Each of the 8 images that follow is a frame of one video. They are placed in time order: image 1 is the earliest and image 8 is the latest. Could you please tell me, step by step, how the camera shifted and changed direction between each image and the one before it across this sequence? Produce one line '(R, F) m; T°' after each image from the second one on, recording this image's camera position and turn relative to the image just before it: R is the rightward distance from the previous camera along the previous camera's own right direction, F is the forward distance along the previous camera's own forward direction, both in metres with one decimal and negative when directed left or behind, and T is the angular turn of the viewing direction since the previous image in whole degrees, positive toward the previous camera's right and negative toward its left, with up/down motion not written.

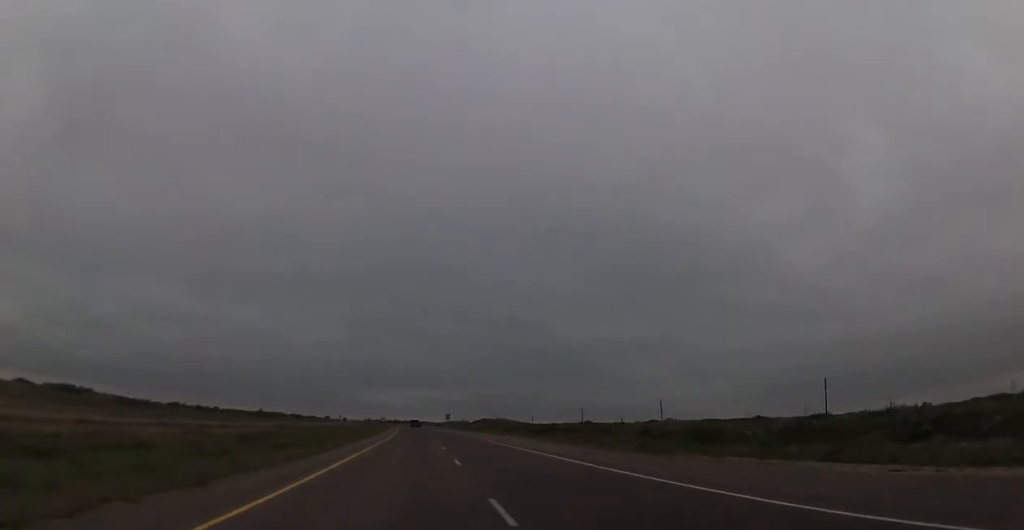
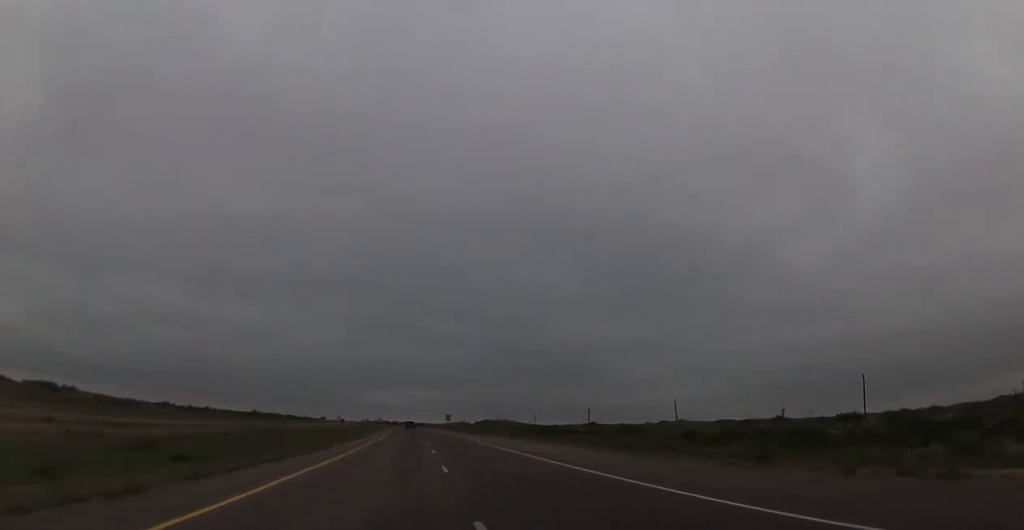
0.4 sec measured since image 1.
(-0.1, +14.7) m; 0°
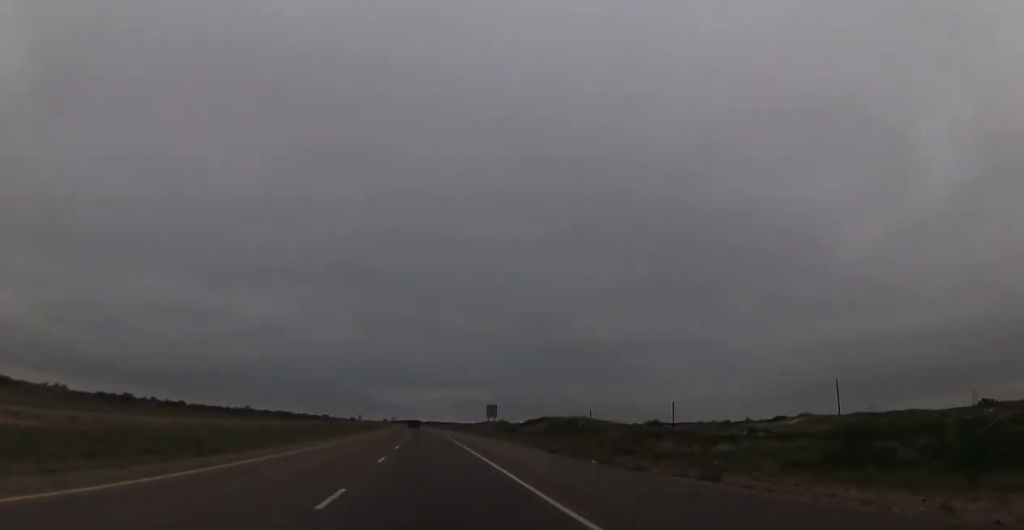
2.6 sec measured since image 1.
(+0.3, +80.9) m; 0°
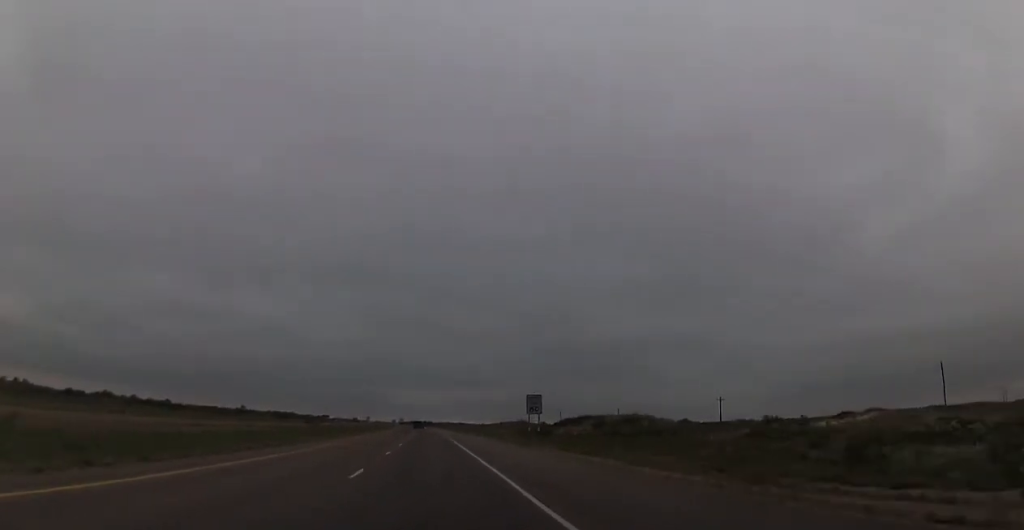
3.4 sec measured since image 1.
(-0.2, +30.6) m; -1°
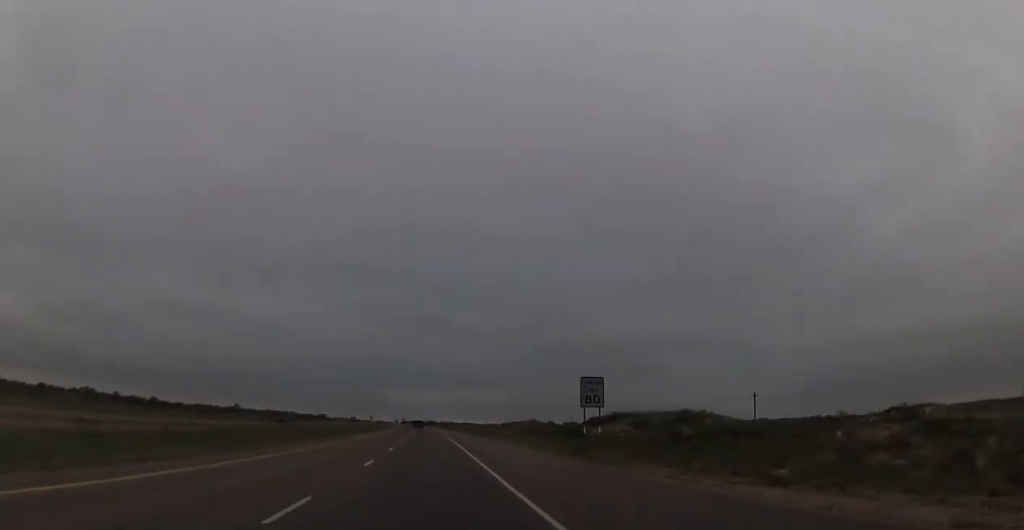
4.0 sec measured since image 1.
(-0.2, +19.5) m; -1°
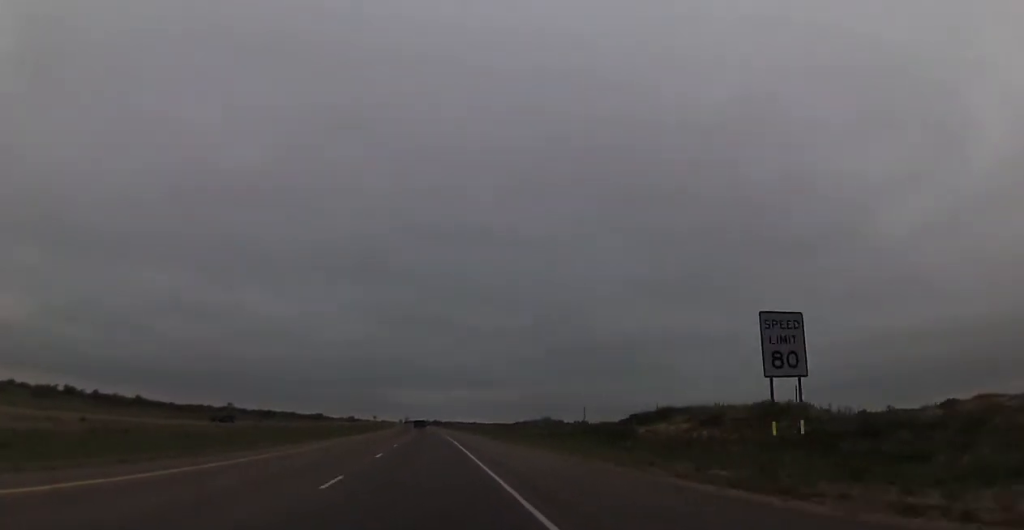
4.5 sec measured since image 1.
(-0.1, +19.5) m; -1°
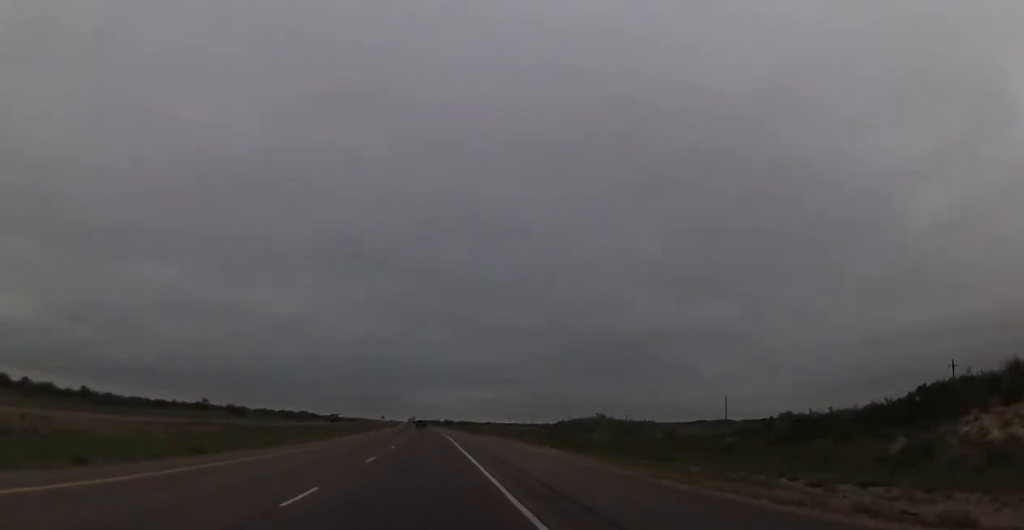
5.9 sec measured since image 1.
(-0.5, +51.3) m; -1°
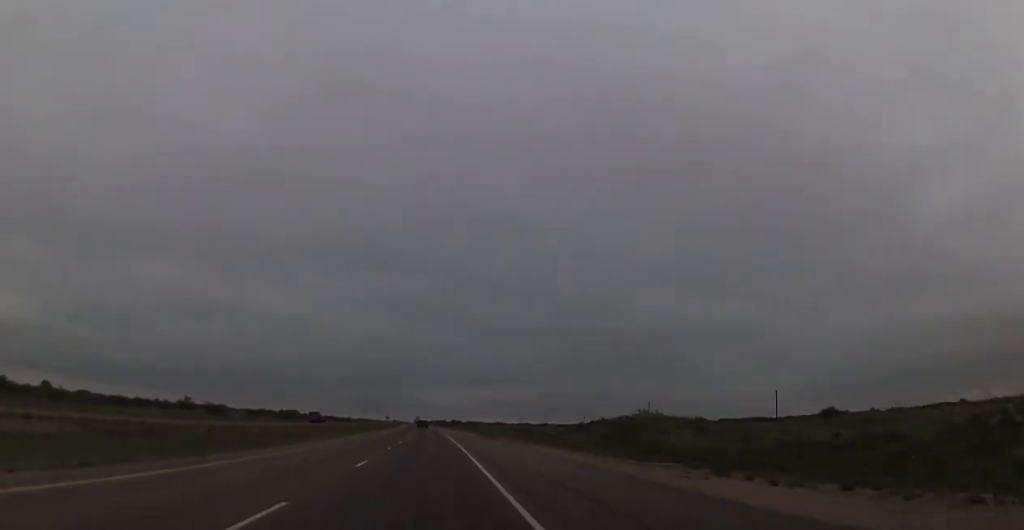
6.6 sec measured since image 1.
(-0.2, +26.9) m; -1°
